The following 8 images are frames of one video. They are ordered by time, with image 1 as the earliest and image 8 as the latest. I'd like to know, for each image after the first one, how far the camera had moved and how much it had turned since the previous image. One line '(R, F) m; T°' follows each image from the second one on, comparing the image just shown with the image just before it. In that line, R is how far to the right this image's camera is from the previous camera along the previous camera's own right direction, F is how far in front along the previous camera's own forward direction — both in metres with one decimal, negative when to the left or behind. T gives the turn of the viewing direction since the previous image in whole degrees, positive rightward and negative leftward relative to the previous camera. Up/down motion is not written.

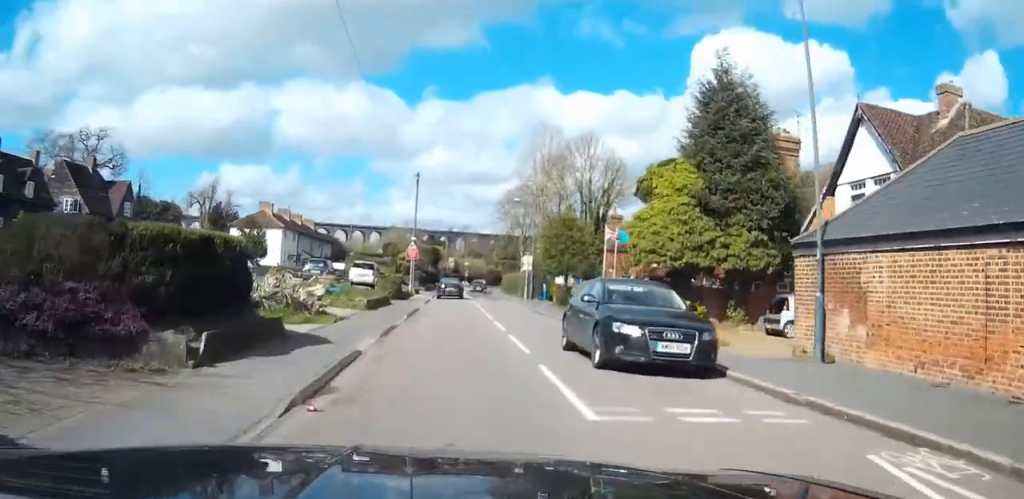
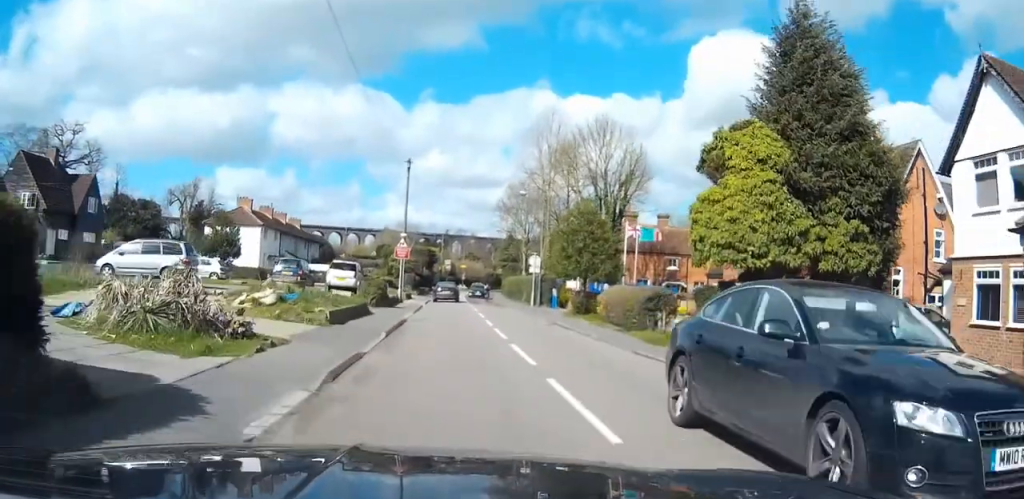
(0.0, +6.9) m; 0°
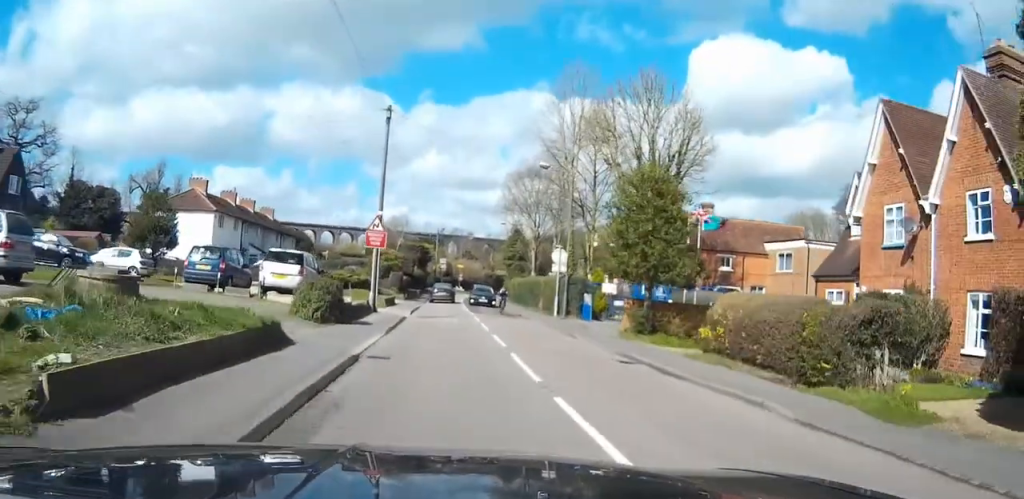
(0.0, +12.6) m; 0°
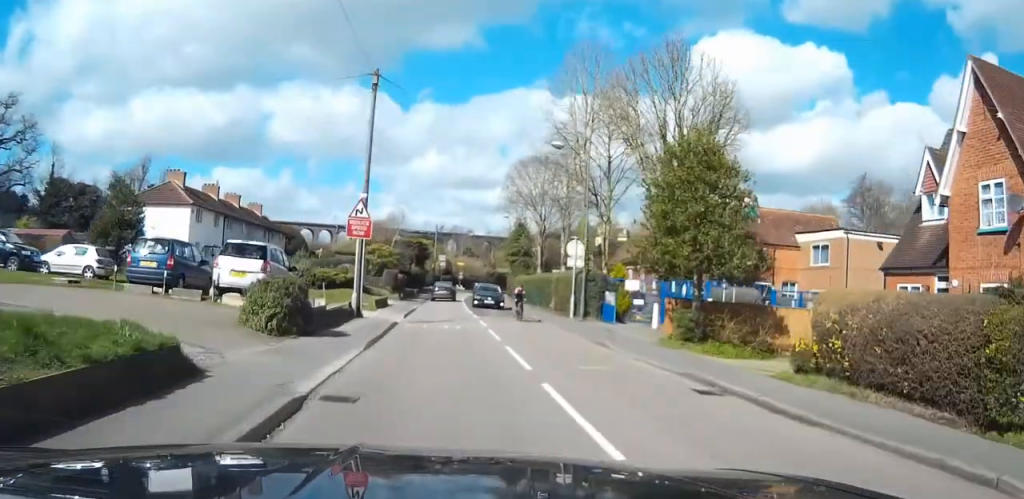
(0.0, +4.9) m; 0°
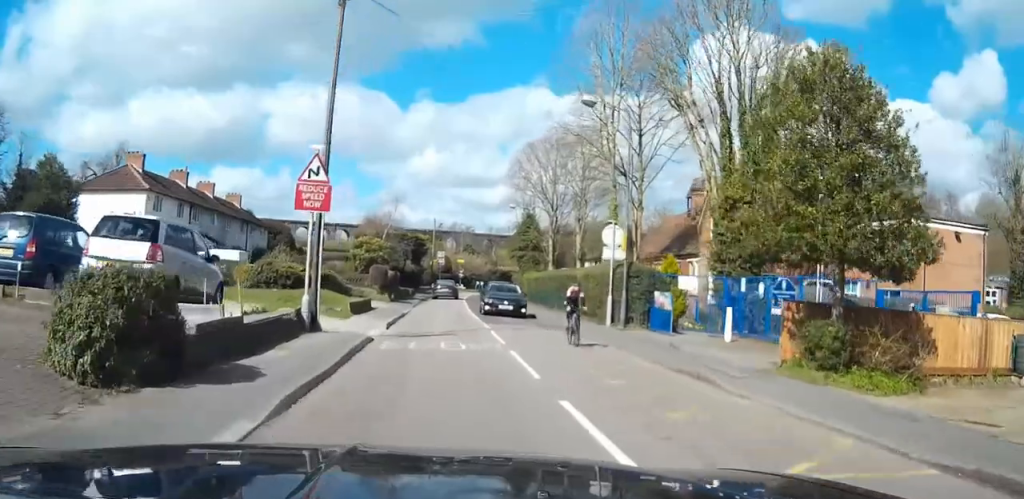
(0.0, +7.6) m; 0°
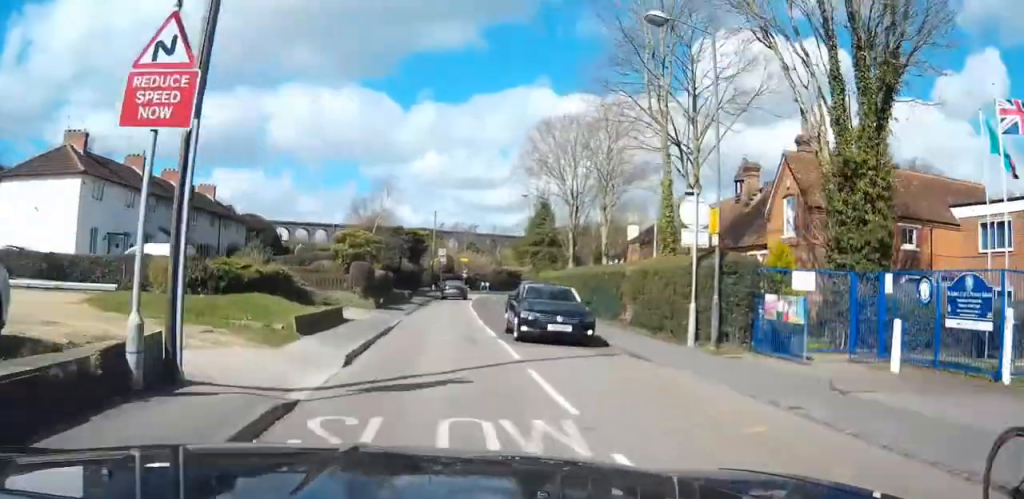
(0.0, +8.5) m; 0°
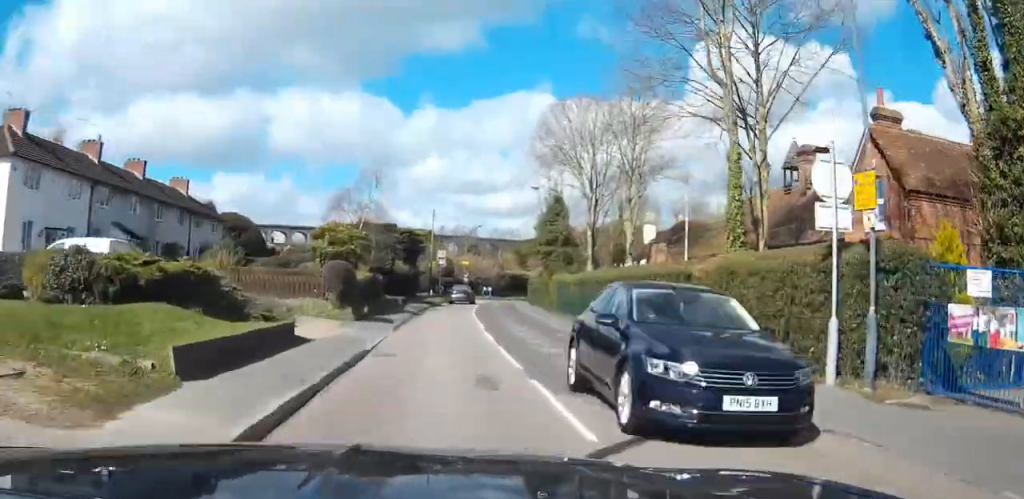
(0.0, +6.7) m; 0°
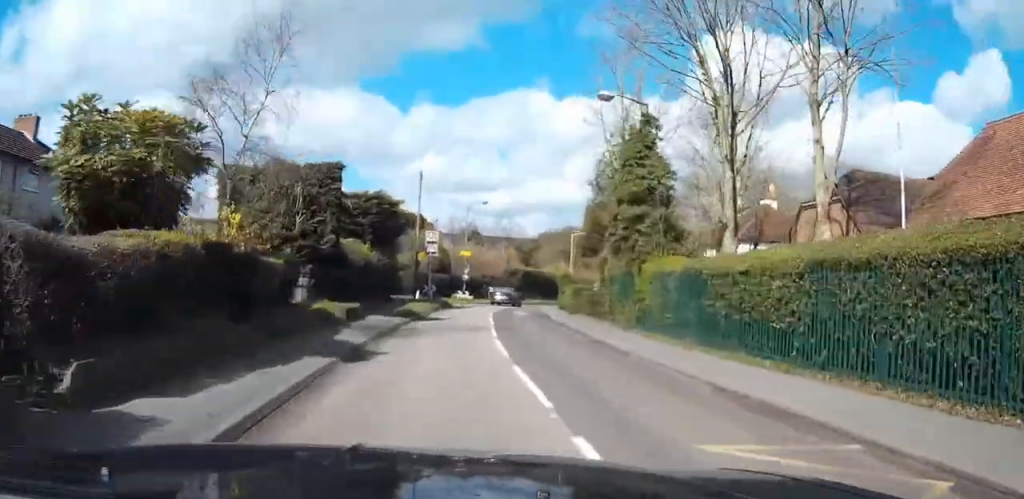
(+0.3, +22.3) m; +2°
